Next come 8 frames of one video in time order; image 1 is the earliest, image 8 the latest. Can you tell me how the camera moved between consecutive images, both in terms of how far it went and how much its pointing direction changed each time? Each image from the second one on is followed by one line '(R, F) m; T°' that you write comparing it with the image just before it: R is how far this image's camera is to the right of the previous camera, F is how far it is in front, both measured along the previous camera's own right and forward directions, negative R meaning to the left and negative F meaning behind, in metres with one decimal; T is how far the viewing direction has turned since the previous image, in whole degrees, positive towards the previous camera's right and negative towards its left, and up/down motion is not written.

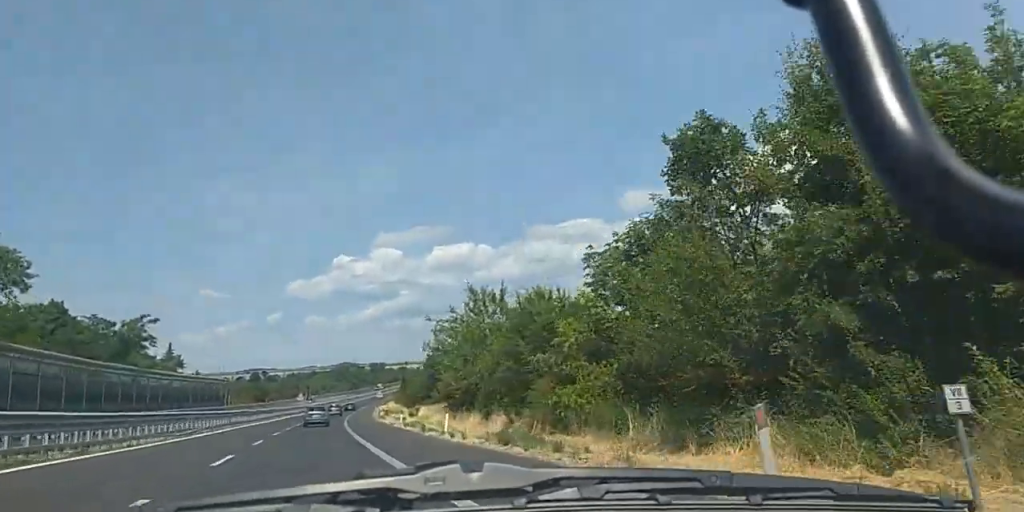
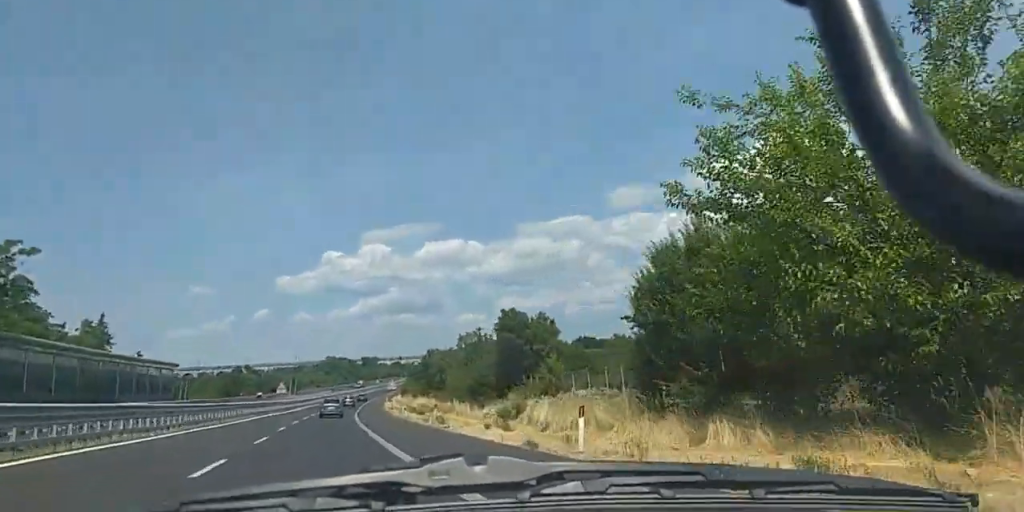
(+0.1, +42.0) m; +2°
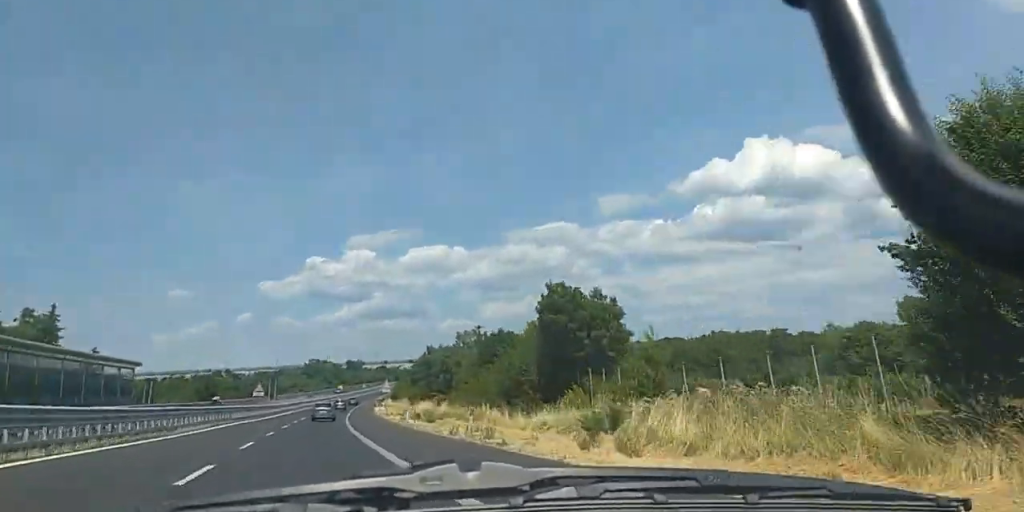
(+0.3, +12.4) m; +1°
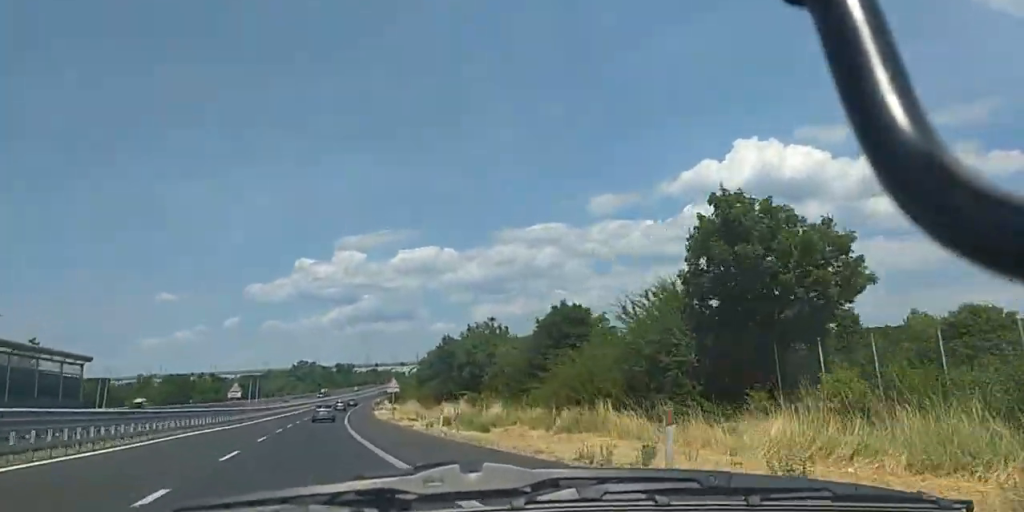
(+0.3, +17.7) m; +1°
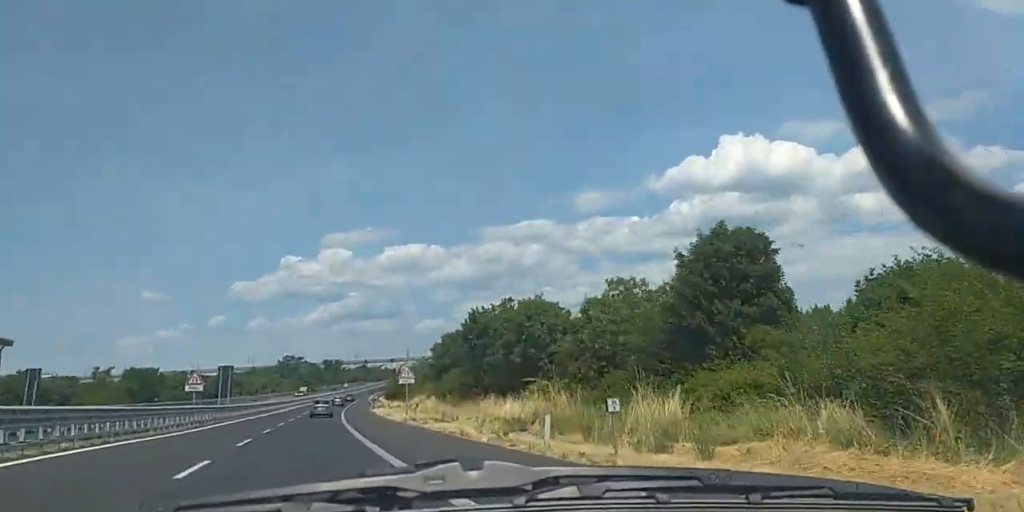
(+0.2, +18.8) m; +1°
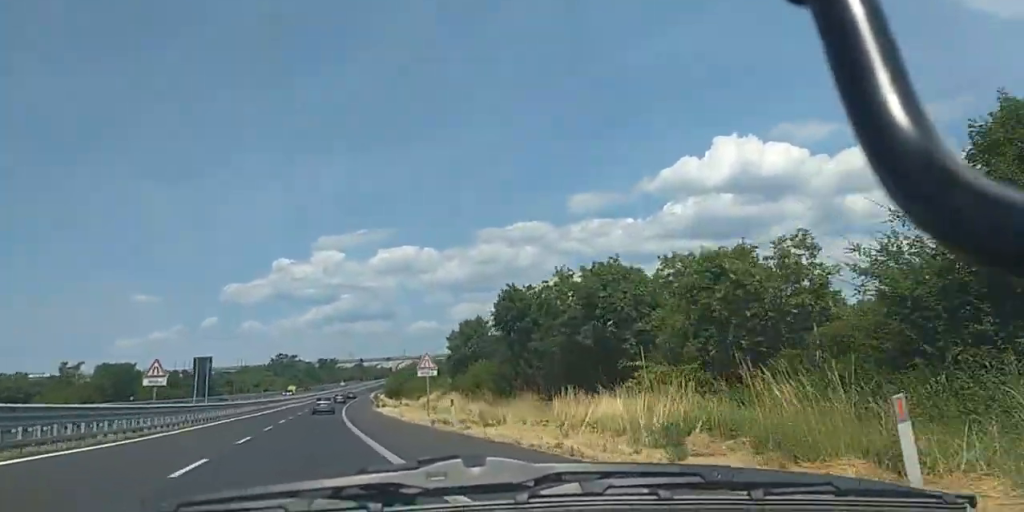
(0.0, +12.5) m; 0°
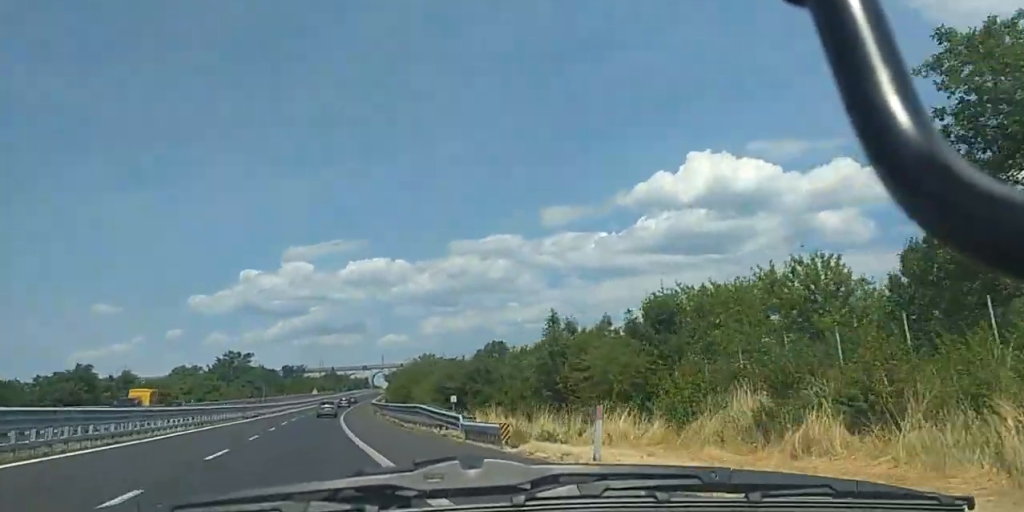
(+1.4, +67.6) m; +2°
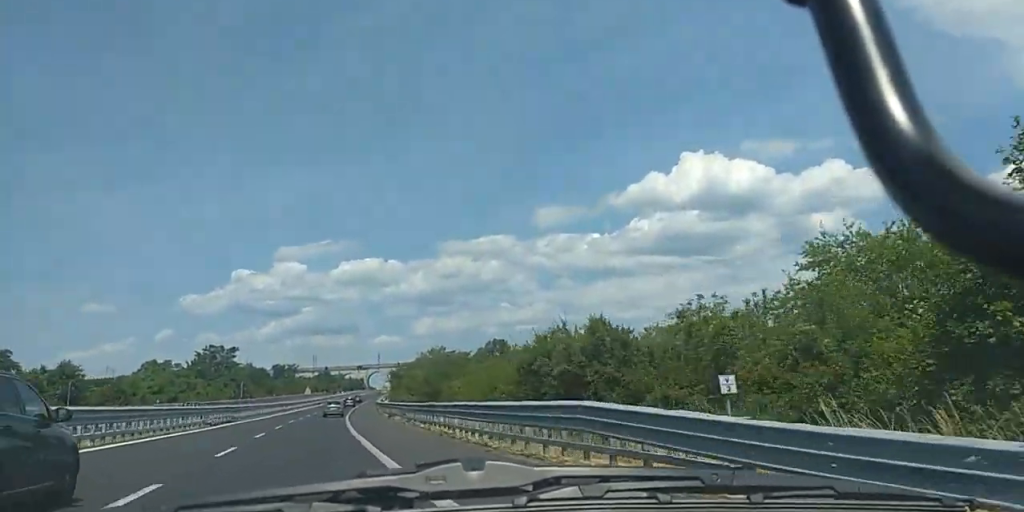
(0.0, +23.6) m; 0°
